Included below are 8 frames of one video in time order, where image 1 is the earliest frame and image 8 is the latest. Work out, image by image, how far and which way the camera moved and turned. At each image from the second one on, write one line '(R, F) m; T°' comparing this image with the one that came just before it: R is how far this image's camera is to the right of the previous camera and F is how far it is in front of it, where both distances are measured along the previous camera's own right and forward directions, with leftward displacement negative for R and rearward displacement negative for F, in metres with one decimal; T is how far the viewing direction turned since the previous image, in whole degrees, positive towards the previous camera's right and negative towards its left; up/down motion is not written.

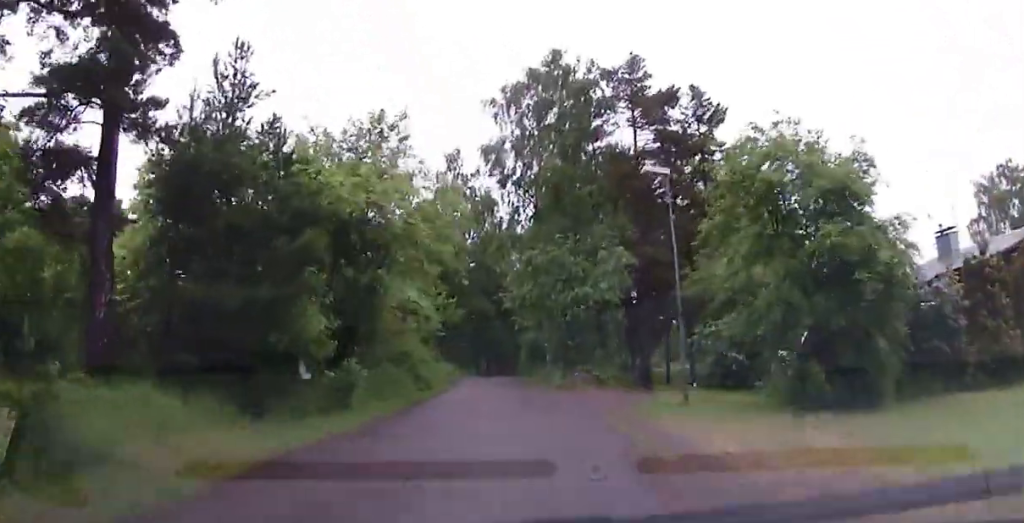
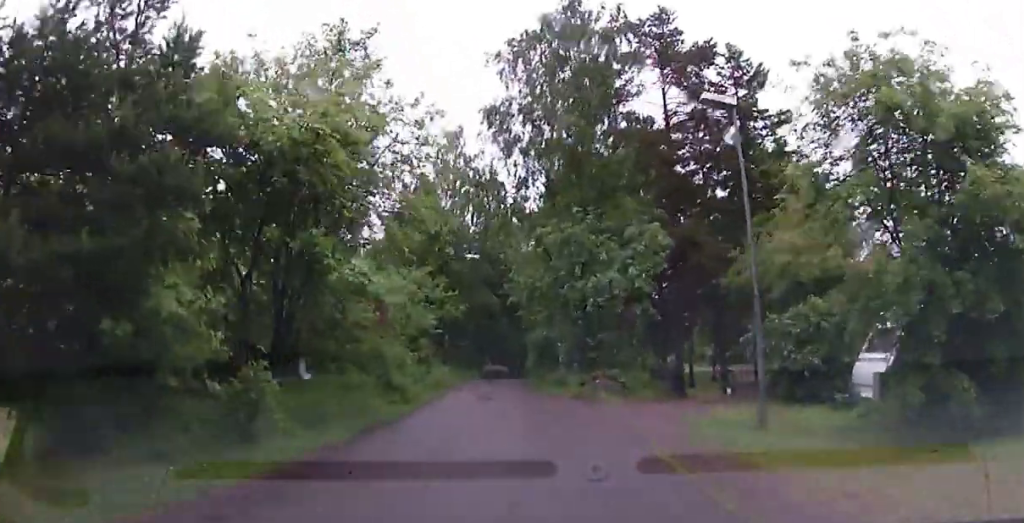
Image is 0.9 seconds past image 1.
(+0.7, +5.5) m; +3°
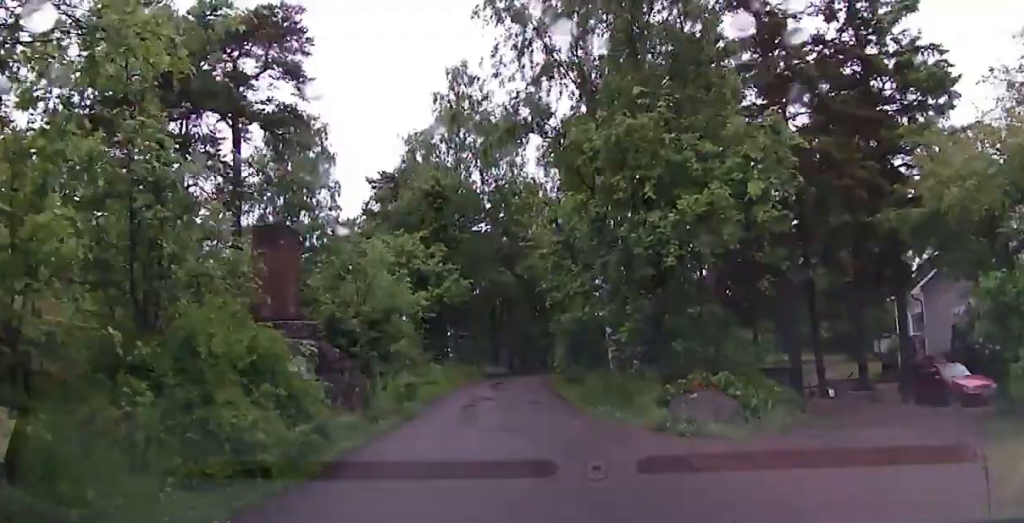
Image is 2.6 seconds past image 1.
(-1.2, +10.1) m; -8°
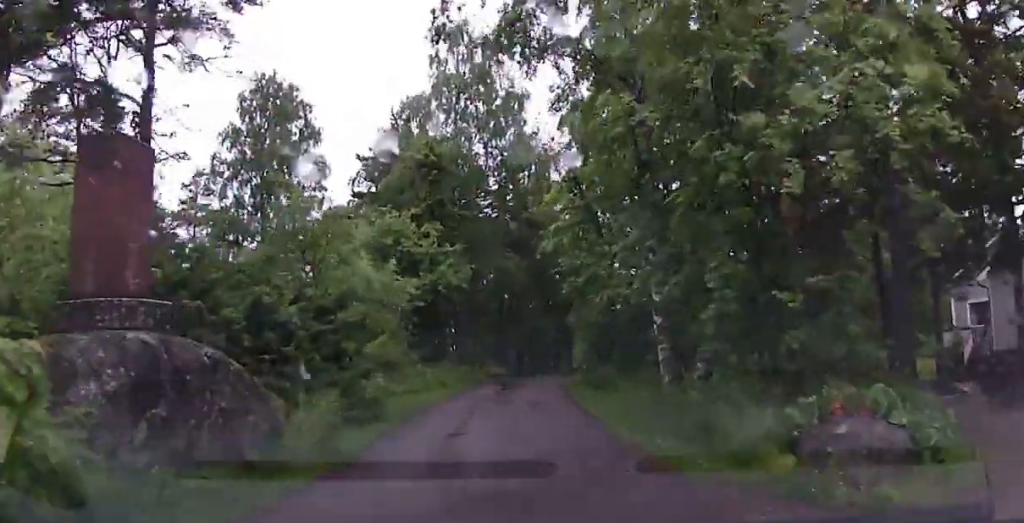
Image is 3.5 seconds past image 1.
(+0.1, +5.3) m; +1°
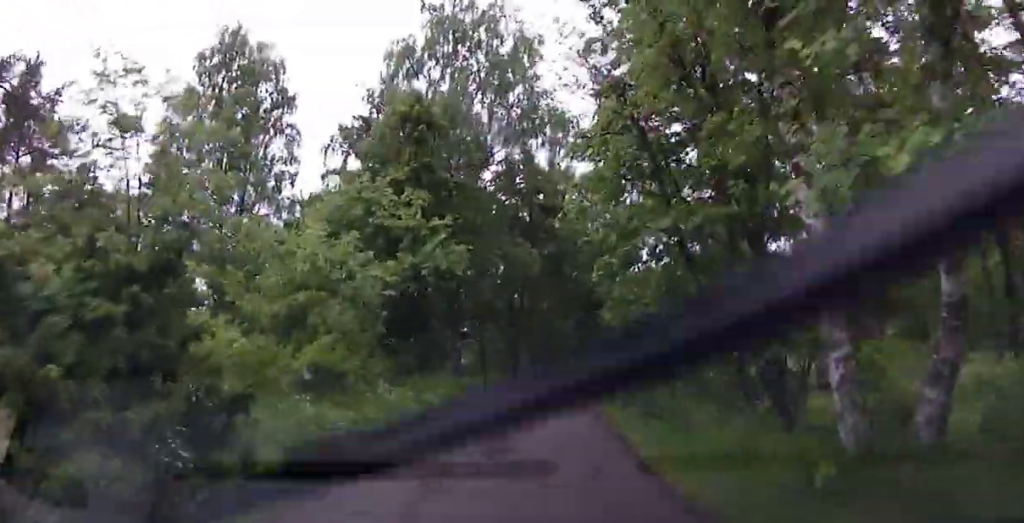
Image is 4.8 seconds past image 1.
(0.0, +6.7) m; 0°
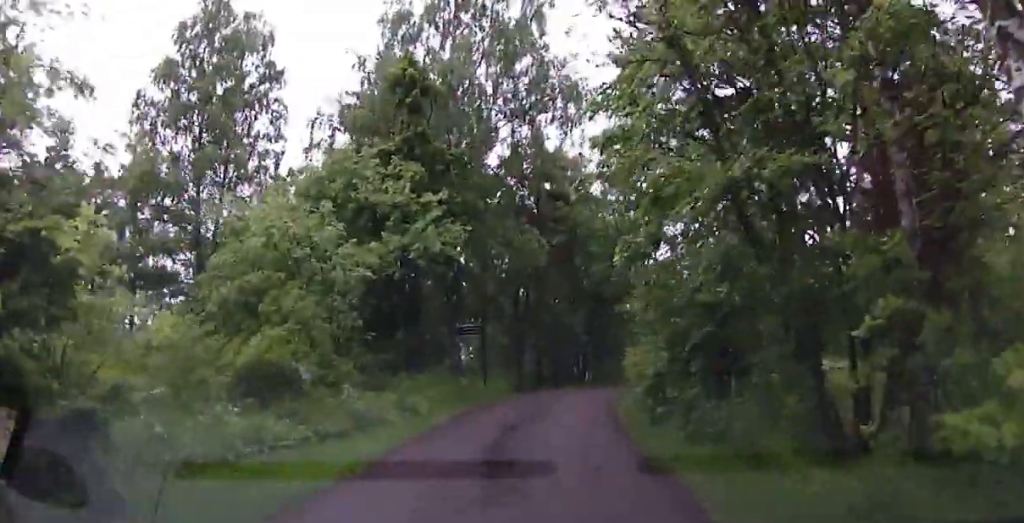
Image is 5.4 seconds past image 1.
(0.0, +3.0) m; -1°
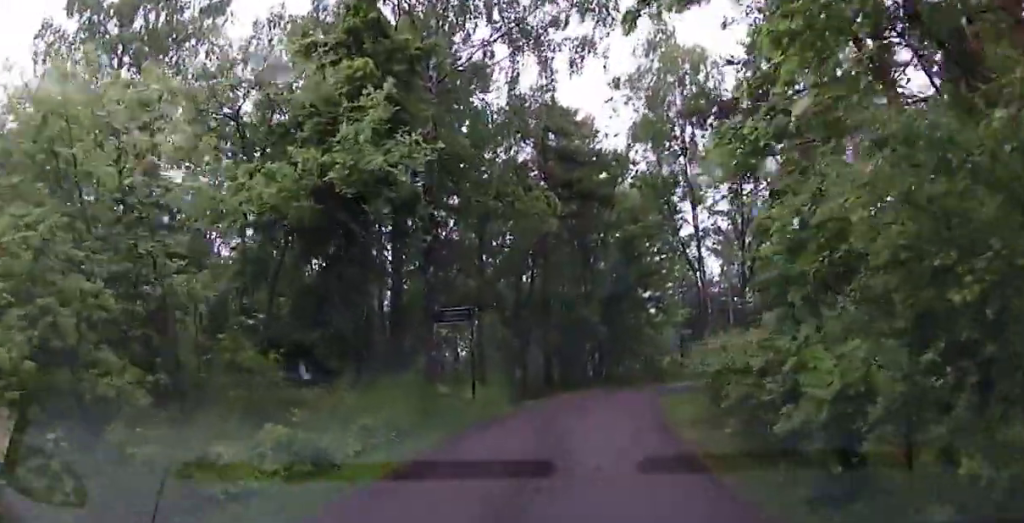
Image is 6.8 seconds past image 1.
(0.0, +6.3) m; +2°
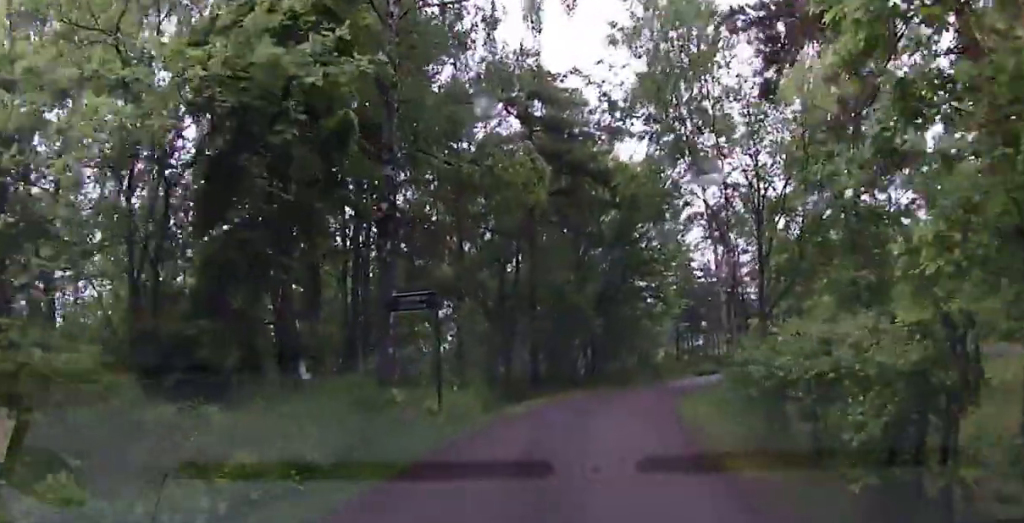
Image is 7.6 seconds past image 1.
(+0.1, +3.2) m; +3°
